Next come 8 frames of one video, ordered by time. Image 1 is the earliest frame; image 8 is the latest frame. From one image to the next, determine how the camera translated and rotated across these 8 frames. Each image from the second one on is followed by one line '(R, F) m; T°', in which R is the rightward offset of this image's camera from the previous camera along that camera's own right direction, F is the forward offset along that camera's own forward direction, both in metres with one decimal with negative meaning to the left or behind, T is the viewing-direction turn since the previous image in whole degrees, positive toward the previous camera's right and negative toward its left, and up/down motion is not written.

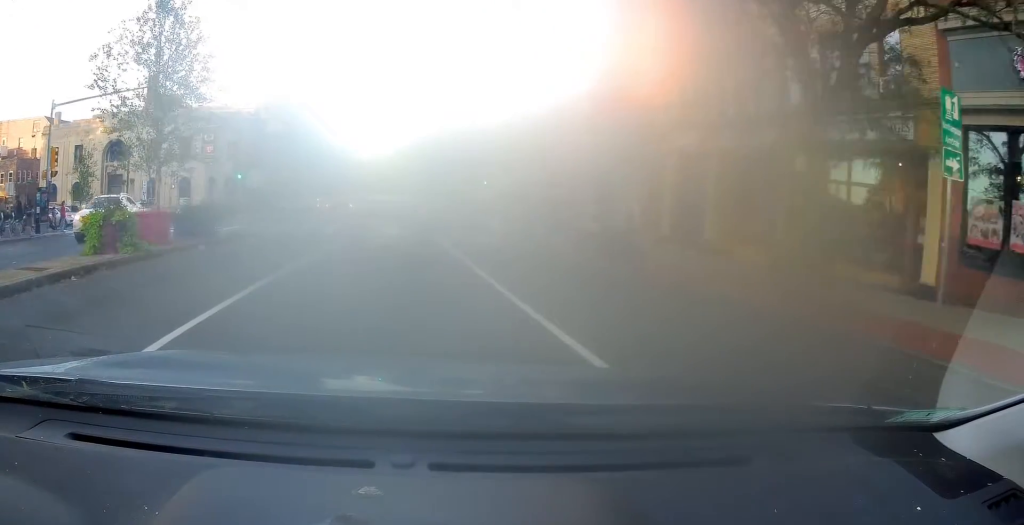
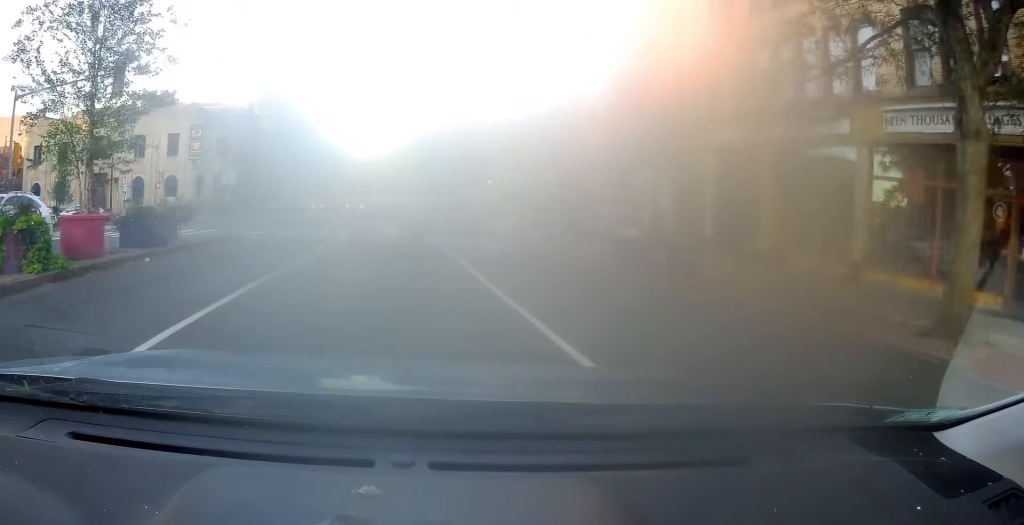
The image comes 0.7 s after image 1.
(+0.3, +3.8) m; -1°
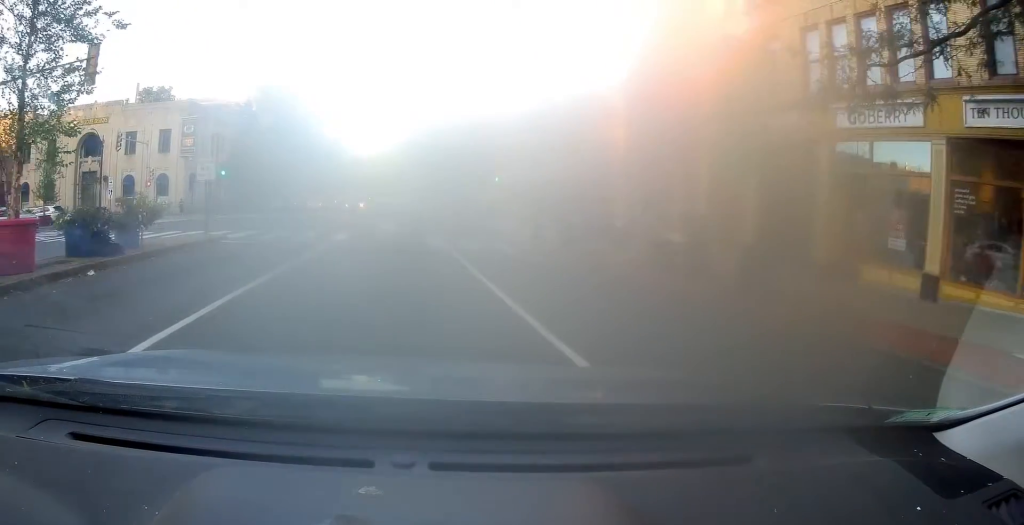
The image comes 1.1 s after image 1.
(-0.3, +2.9) m; -3°
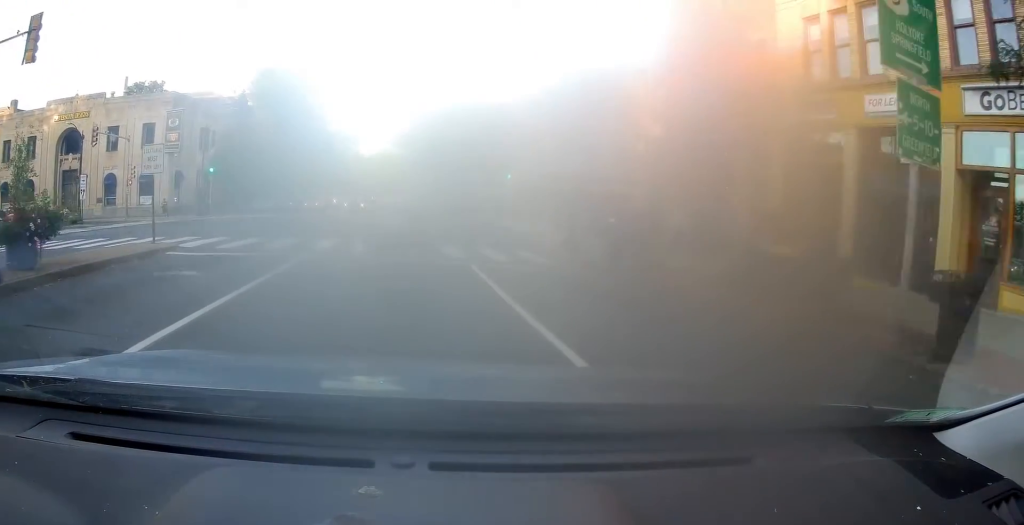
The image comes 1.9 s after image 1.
(-0.2, +4.8) m; -4°
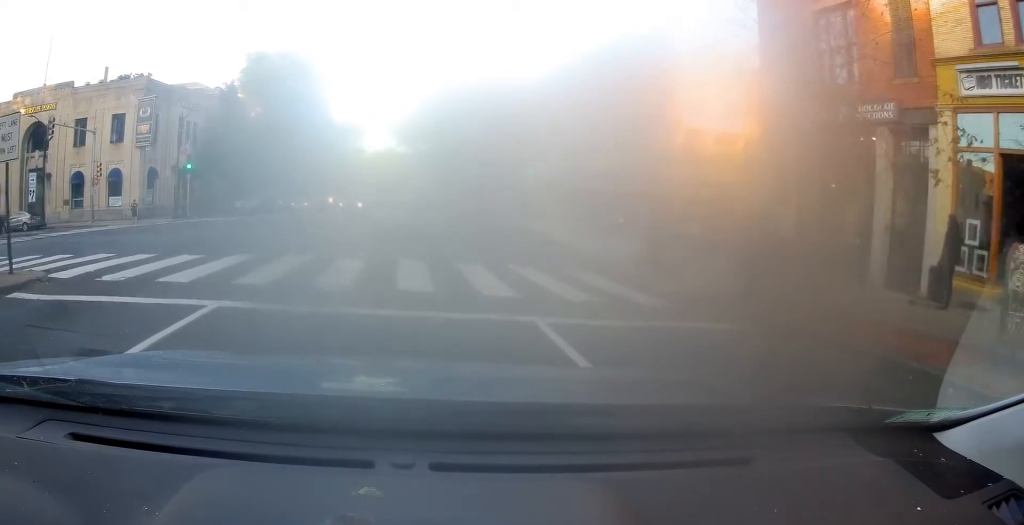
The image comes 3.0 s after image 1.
(-0.2, +6.8) m; -3°
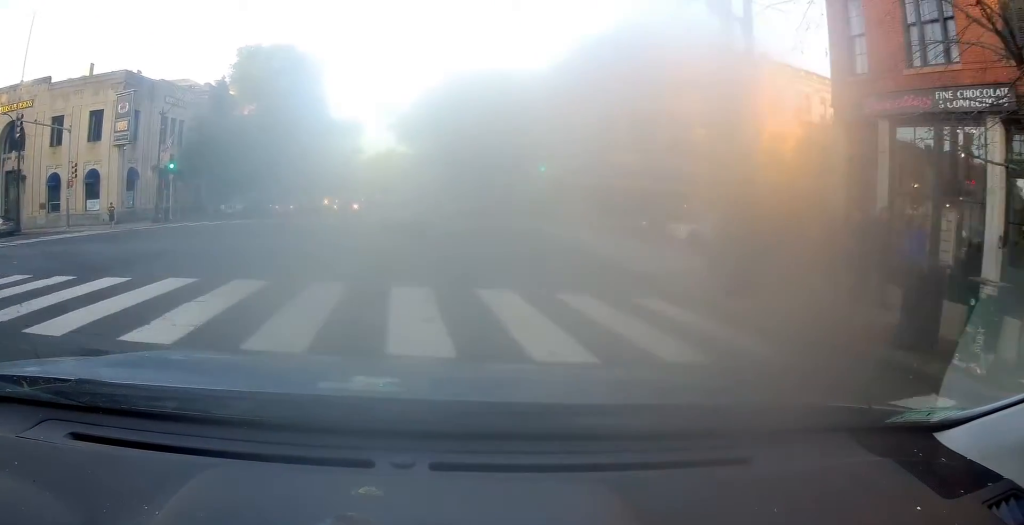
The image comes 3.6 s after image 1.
(-0.5, +4.2) m; +4°
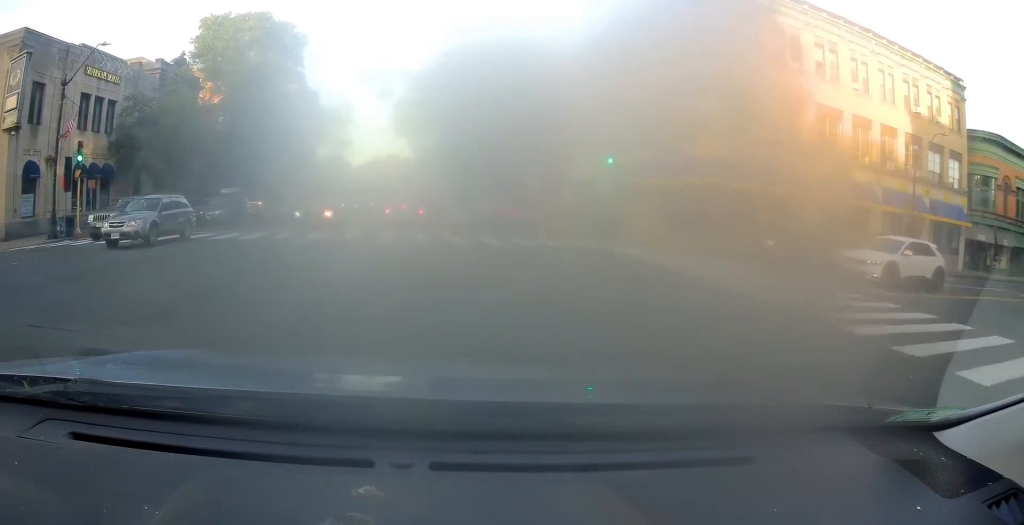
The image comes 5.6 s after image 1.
(+1.1, +14.0) m; +3°
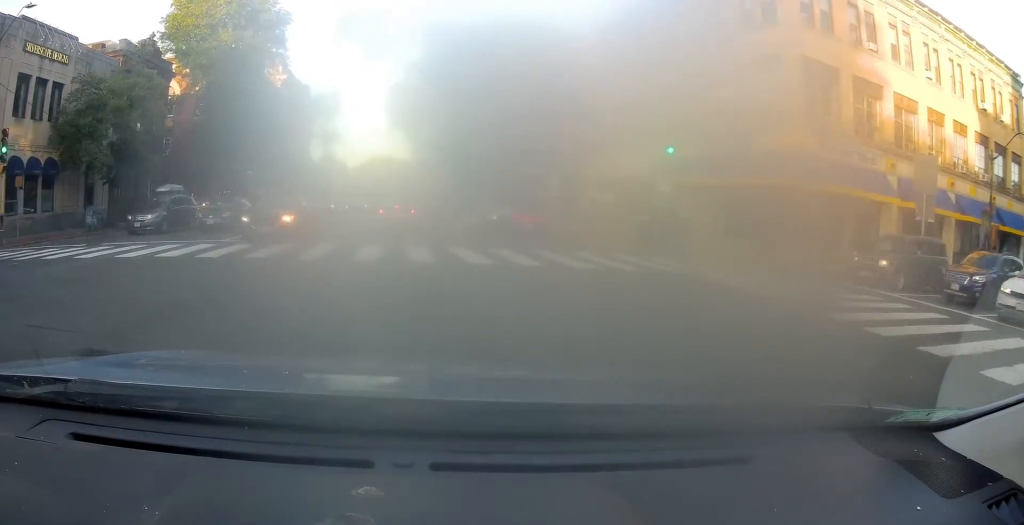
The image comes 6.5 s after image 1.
(+0.4, +7.0) m; 0°
